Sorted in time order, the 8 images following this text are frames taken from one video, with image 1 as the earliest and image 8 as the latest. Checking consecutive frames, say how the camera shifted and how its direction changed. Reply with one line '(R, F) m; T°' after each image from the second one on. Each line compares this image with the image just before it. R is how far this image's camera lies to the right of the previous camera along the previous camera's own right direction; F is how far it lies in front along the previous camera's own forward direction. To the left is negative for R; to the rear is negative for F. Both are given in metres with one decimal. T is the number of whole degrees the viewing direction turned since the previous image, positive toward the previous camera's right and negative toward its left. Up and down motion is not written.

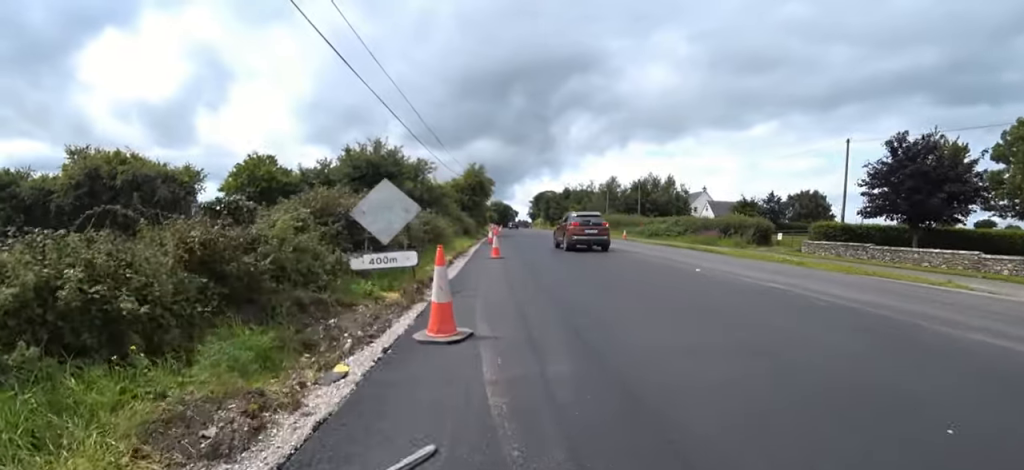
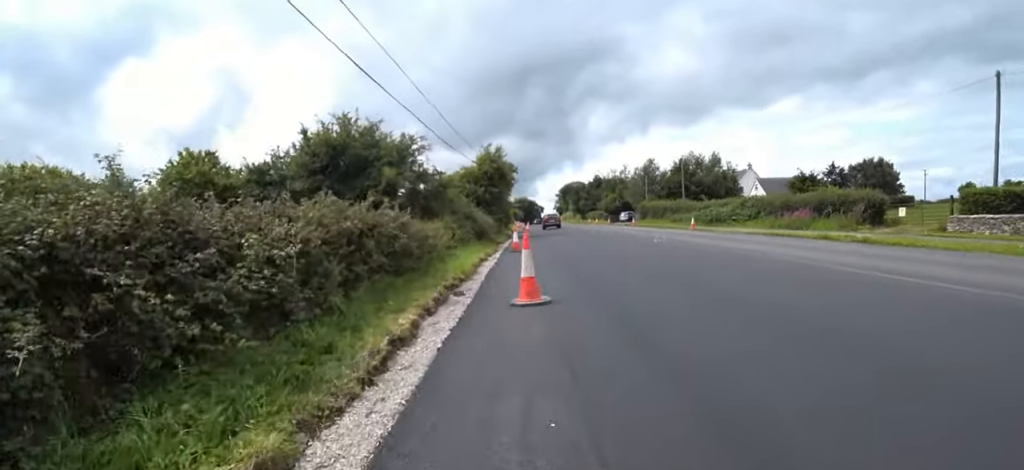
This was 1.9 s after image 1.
(+0.4, +9.6) m; +4°
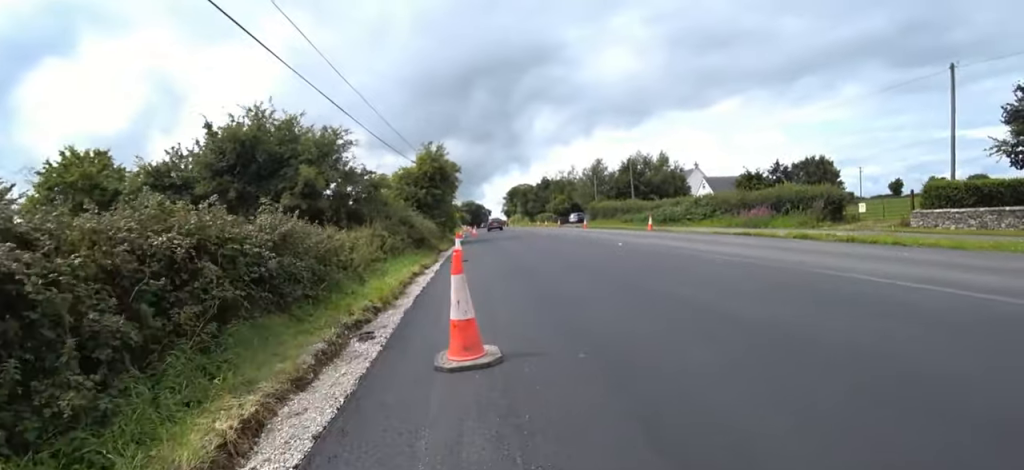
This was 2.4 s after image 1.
(+0.1, +2.5) m; +1°
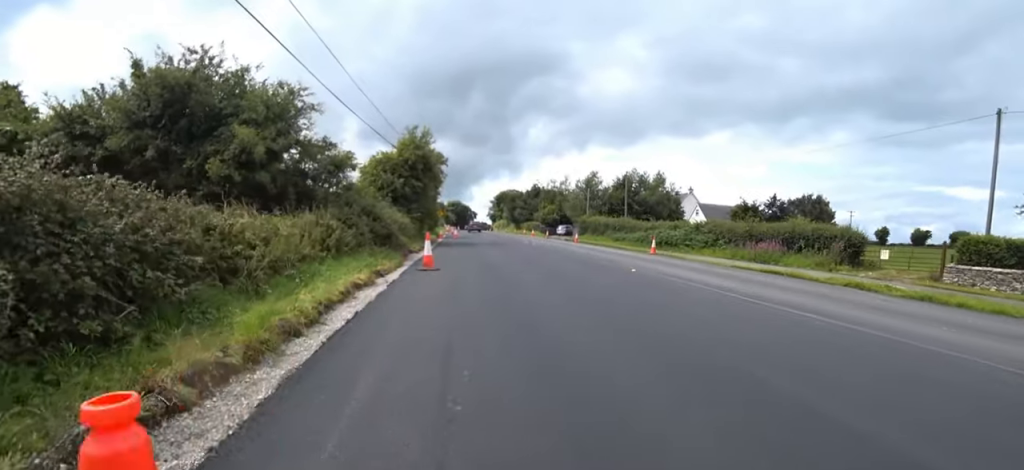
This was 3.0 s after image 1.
(+0.1, +3.3) m; +1°
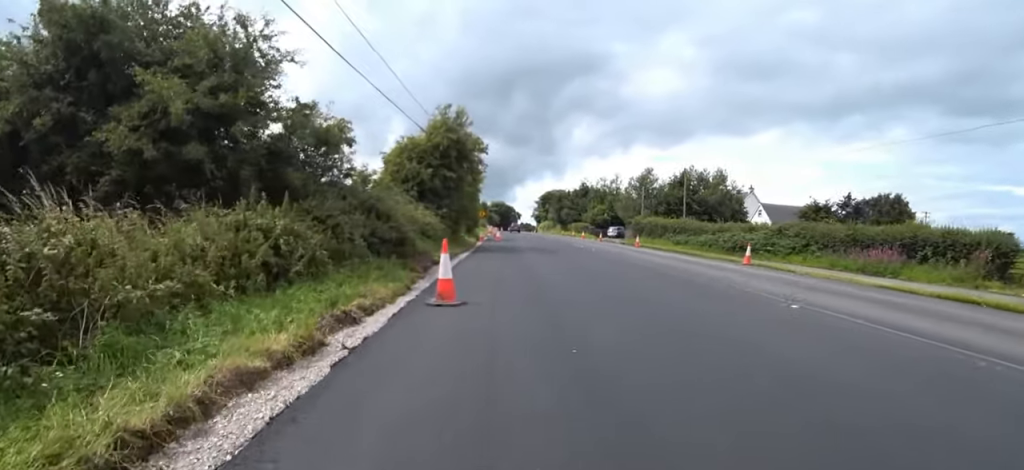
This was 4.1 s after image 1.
(0.0, +5.0) m; 0°
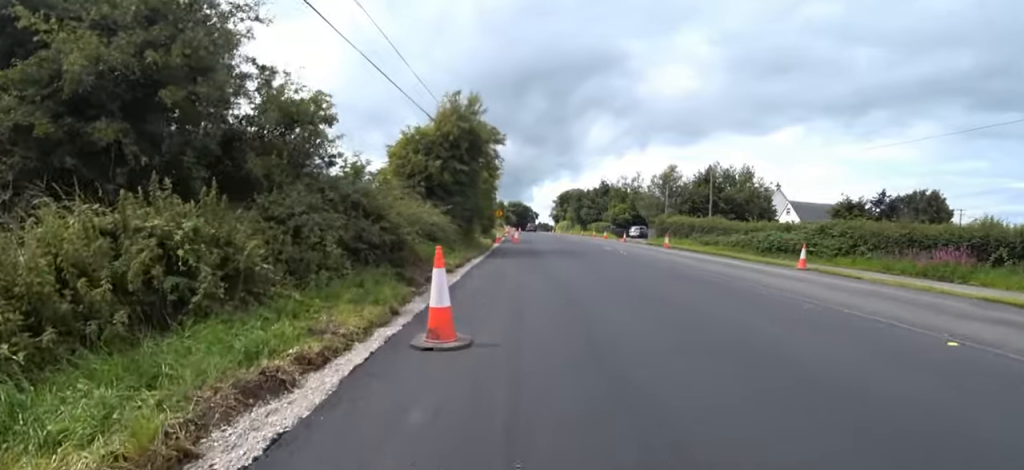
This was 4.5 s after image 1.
(0.0, +2.4) m; 0°
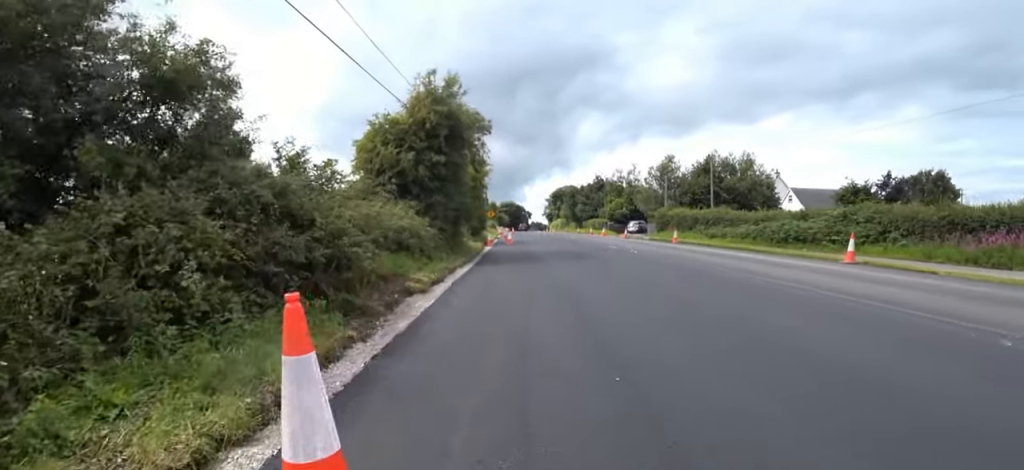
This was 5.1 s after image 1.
(0.0, +2.8) m; -2°
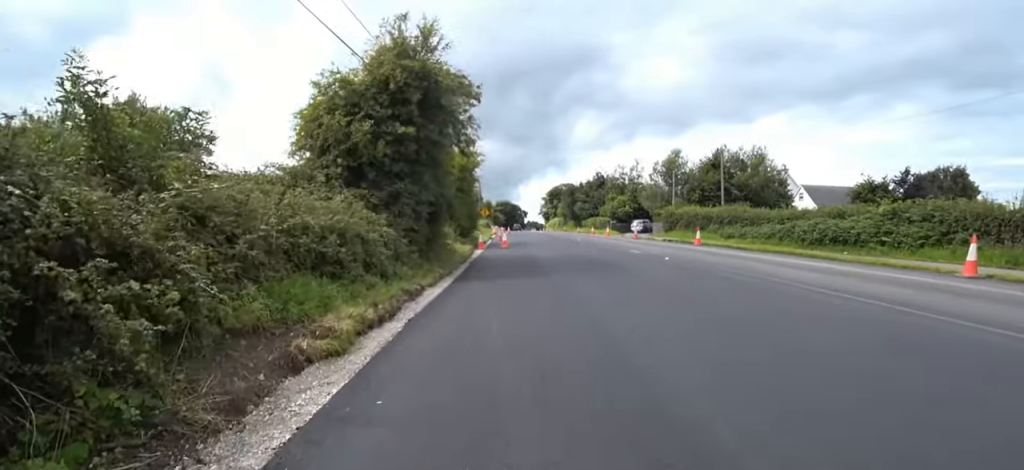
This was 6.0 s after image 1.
(0.0, +4.1) m; -1°
